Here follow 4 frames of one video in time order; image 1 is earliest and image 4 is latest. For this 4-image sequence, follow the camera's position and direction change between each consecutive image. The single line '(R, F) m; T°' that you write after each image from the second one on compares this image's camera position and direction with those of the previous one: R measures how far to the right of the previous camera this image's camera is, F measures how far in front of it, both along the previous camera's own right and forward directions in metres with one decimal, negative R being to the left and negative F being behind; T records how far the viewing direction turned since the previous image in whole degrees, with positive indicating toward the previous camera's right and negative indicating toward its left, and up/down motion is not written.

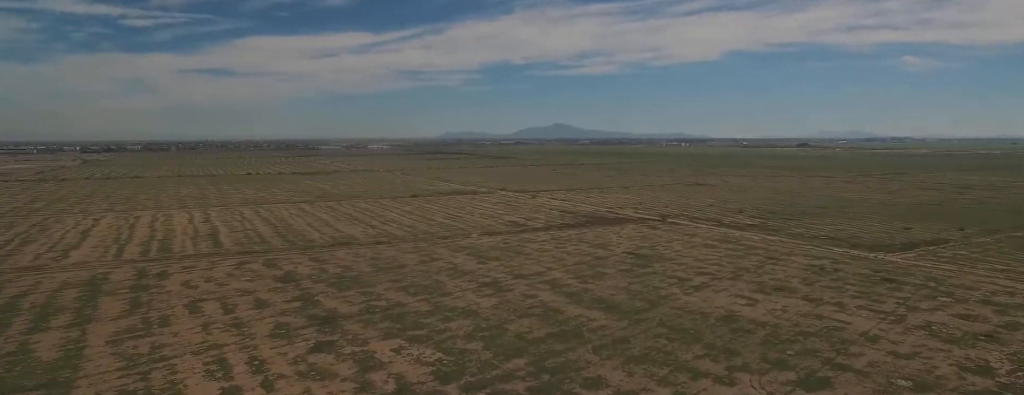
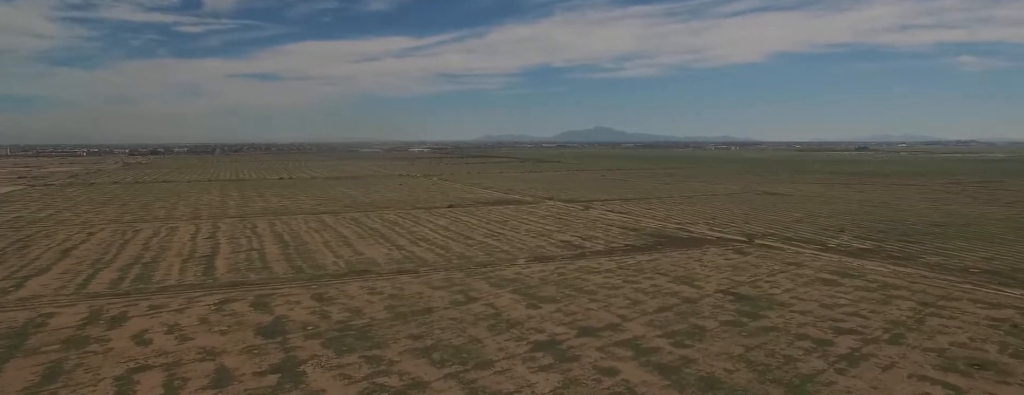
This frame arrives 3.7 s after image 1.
(-1.3, +60.7) m; -3°
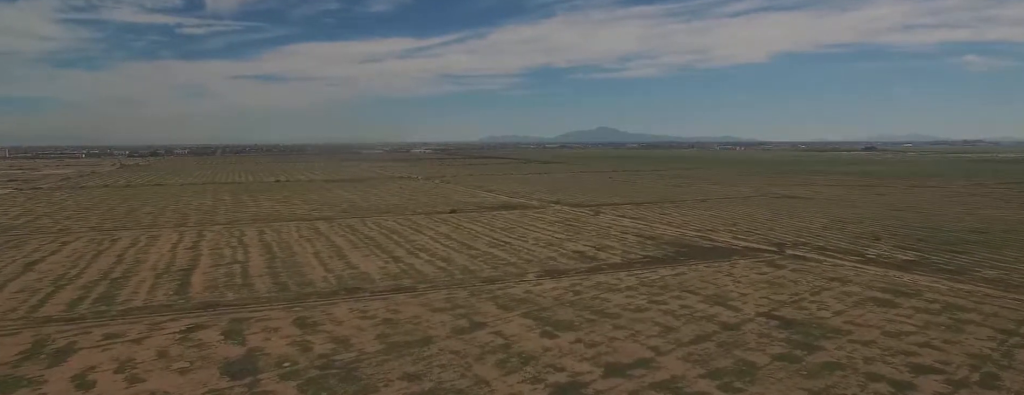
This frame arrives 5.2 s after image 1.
(-0.3, +22.3) m; -1°
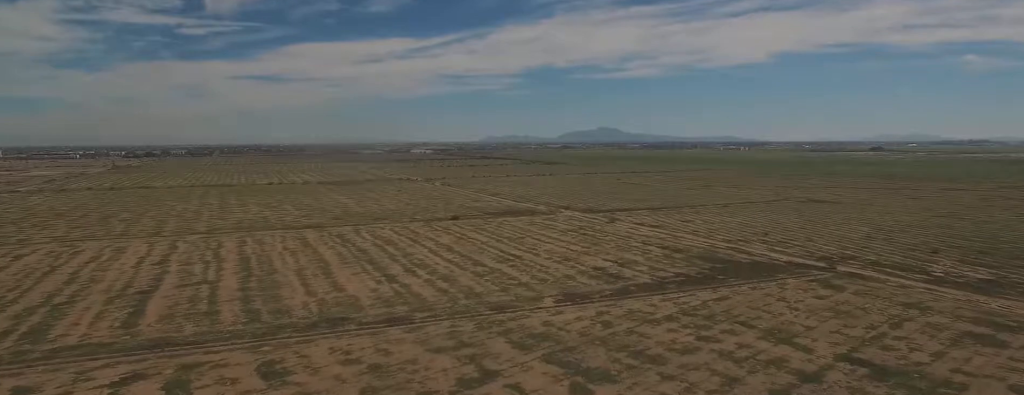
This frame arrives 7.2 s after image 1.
(0.0, +31.3) m; 0°
